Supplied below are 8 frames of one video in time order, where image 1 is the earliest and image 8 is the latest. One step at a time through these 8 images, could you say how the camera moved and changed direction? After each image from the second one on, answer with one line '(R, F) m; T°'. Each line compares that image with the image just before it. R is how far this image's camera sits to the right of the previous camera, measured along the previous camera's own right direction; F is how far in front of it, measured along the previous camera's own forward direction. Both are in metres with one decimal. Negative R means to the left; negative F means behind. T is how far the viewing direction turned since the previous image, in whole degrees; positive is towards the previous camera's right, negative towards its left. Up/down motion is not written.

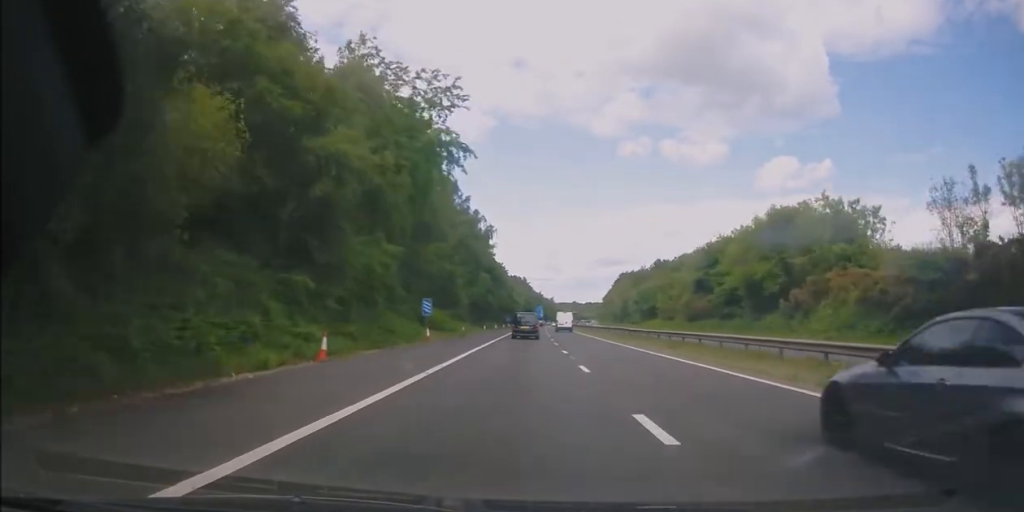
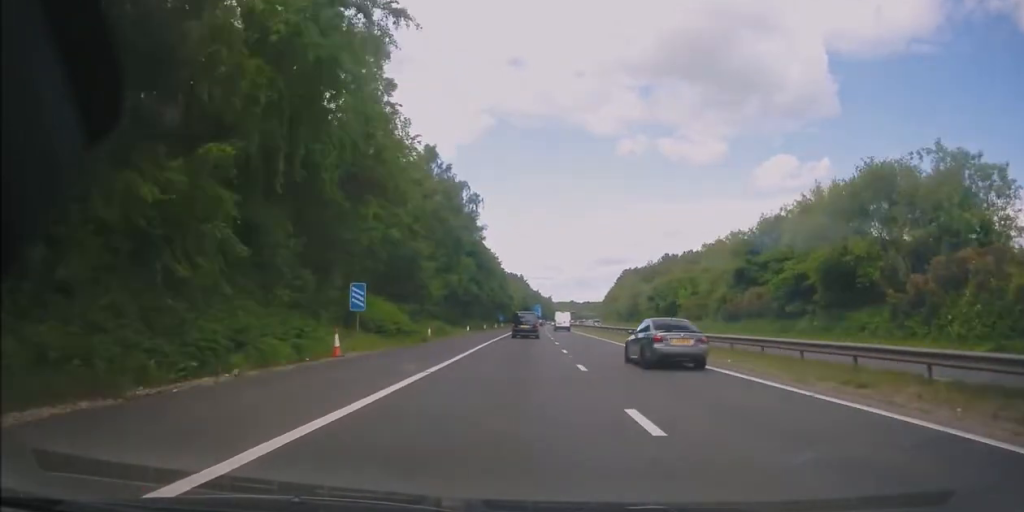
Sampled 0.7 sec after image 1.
(-0.2, +17.8) m; 0°
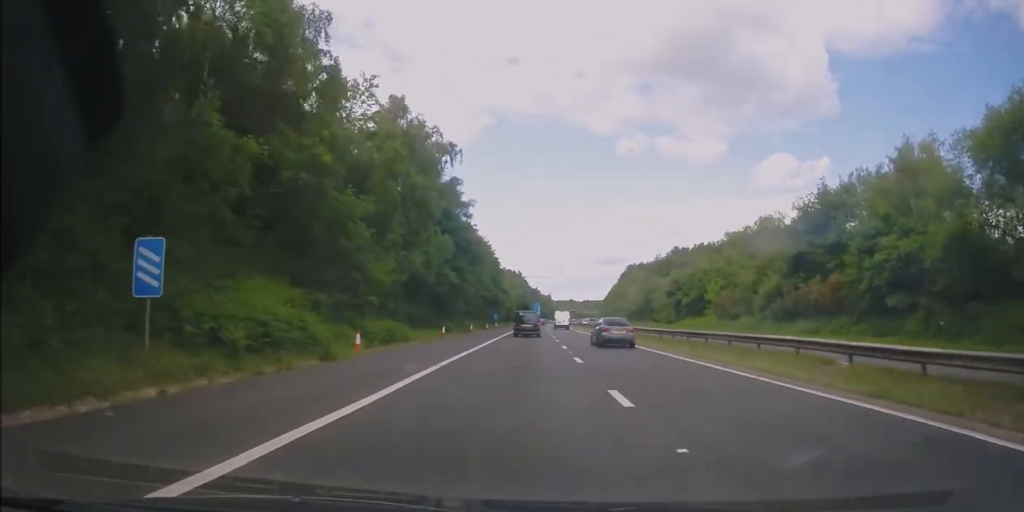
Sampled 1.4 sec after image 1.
(+0.1, +16.0) m; 0°
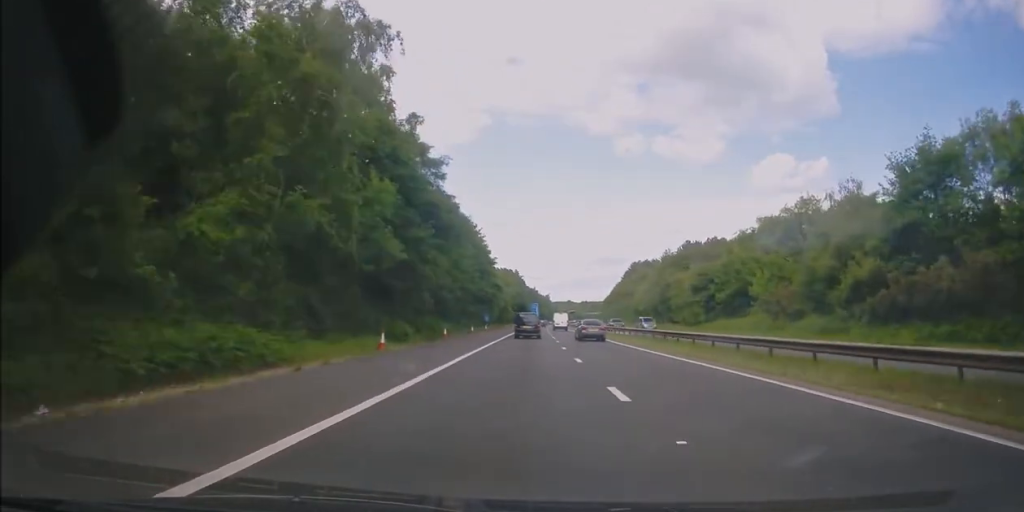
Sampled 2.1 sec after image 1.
(+0.1, +17.6) m; 0°
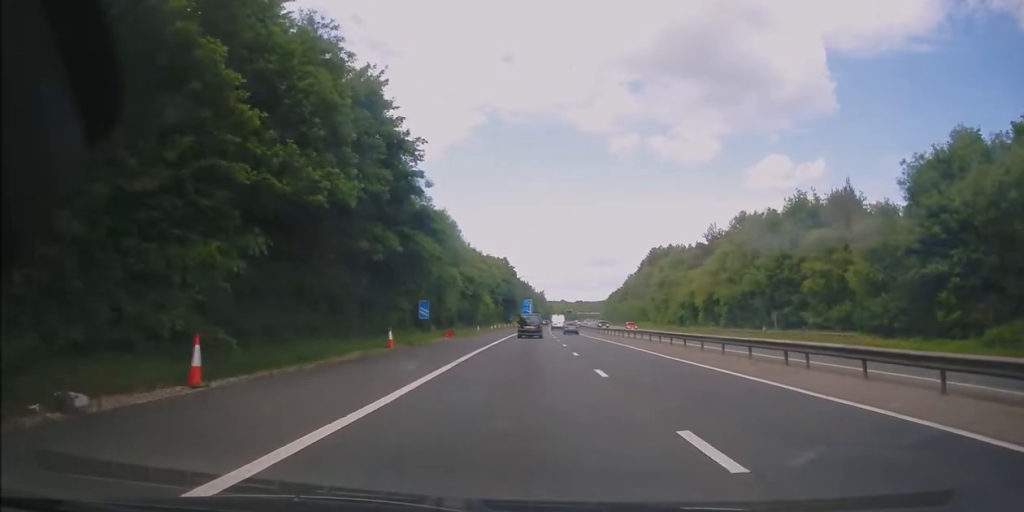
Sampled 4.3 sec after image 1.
(+0.1, +50.9) m; +1°
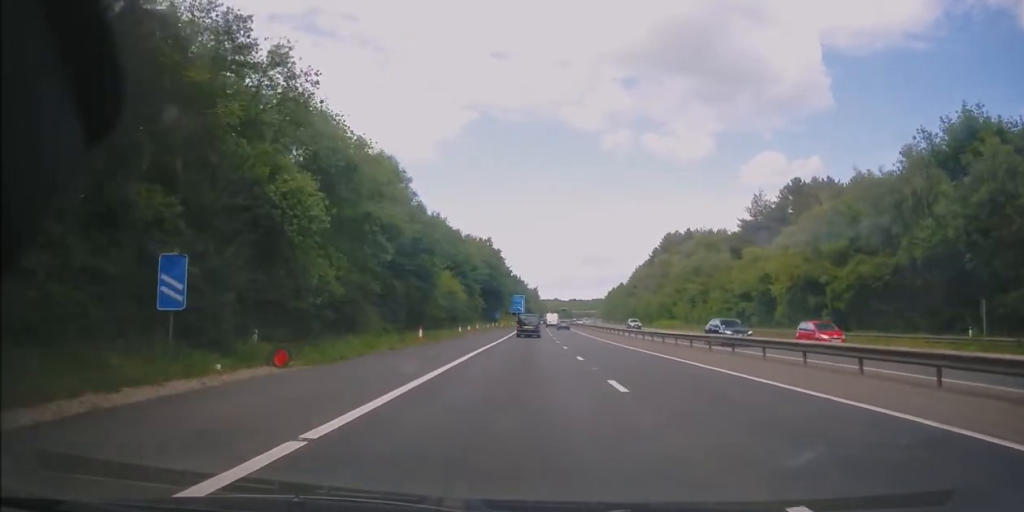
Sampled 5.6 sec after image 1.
(+0.1, +30.4) m; +1°
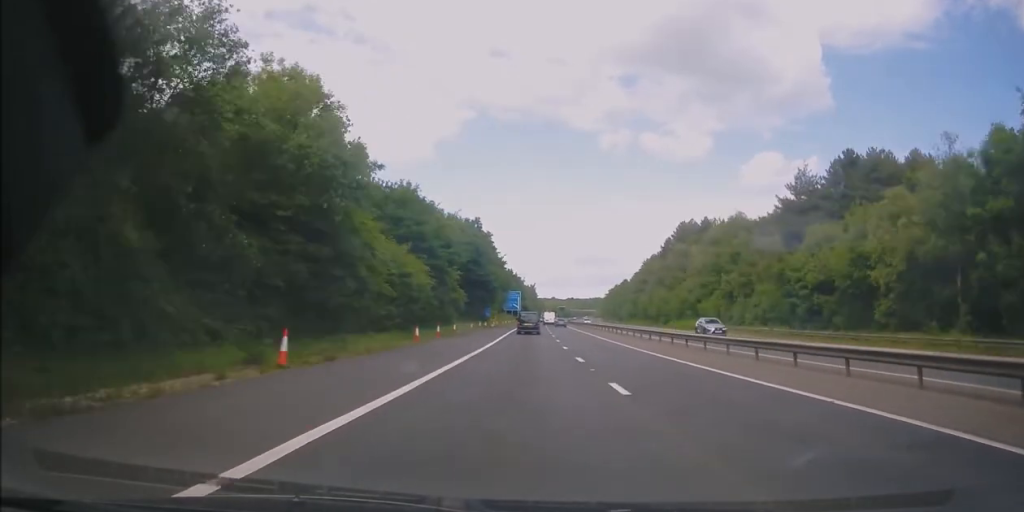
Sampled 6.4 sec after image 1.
(+0.2, +18.6) m; 0°
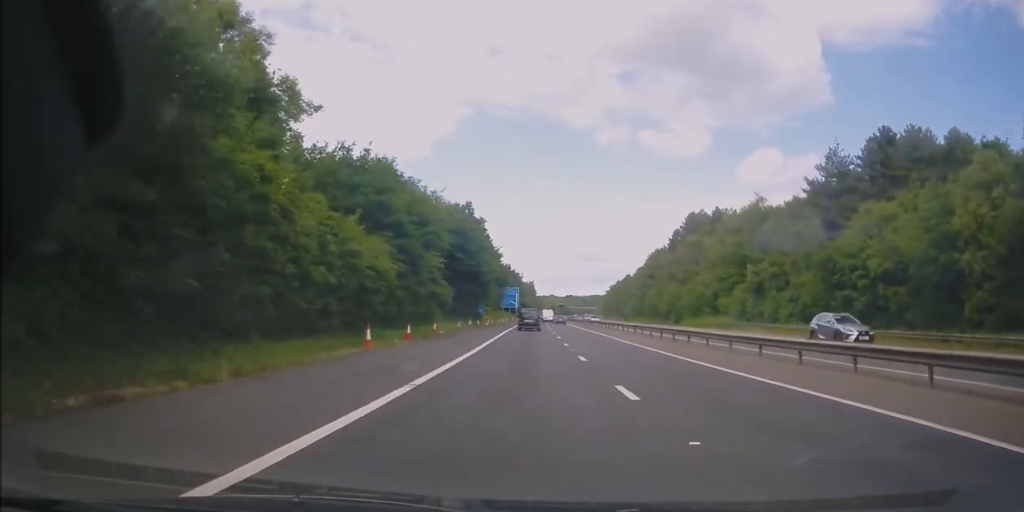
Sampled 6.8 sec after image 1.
(+0.2, +10.1) m; 0°
